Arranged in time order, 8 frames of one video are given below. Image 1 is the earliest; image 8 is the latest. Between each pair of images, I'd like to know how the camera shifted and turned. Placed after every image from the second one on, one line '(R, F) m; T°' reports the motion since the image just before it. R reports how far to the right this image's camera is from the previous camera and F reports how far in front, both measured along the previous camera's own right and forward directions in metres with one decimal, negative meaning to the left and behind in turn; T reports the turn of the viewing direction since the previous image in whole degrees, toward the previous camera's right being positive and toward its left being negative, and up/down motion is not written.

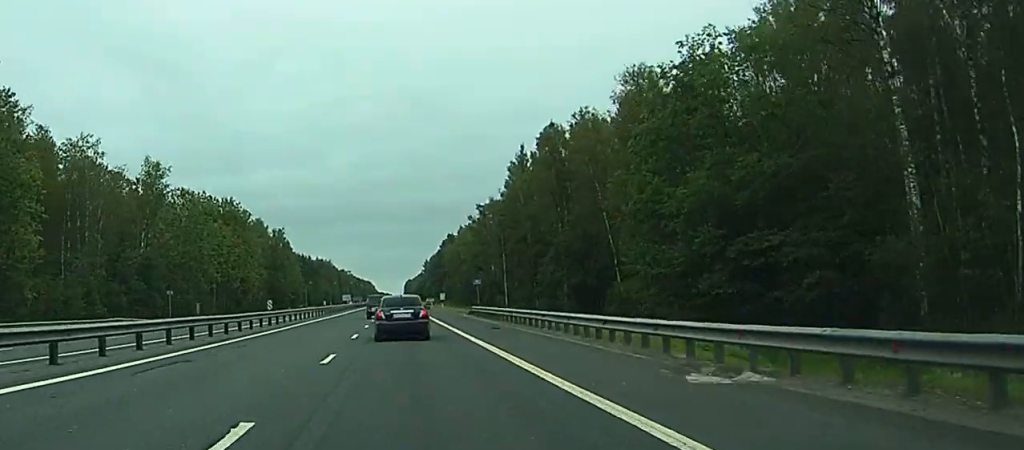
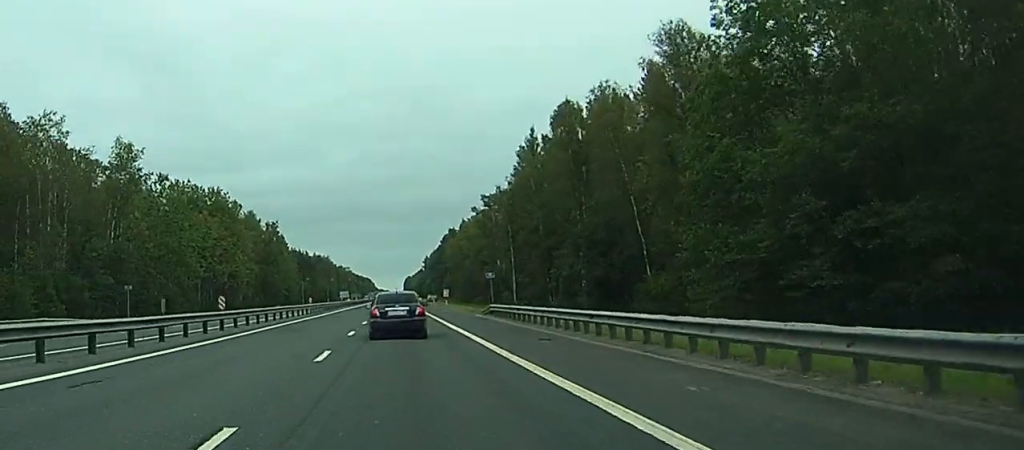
(0.0, +12.3) m; 0°
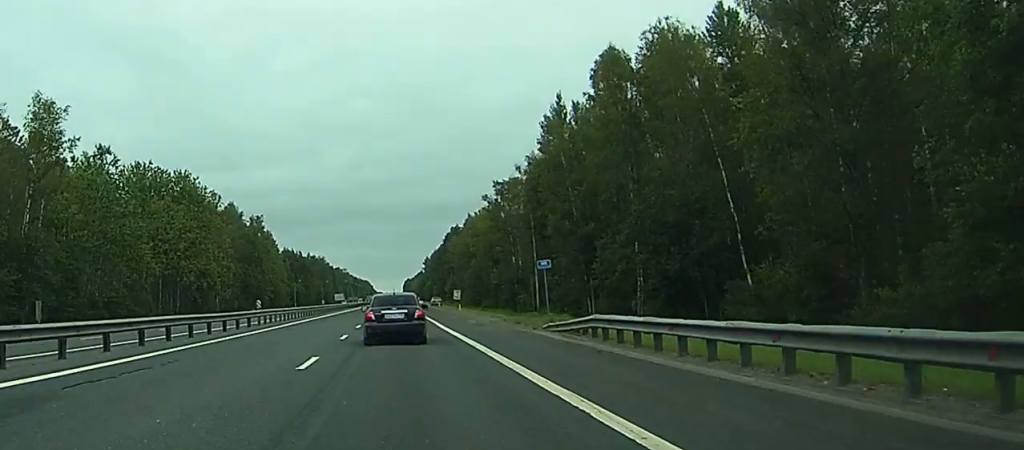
(0.0, +25.3) m; 0°
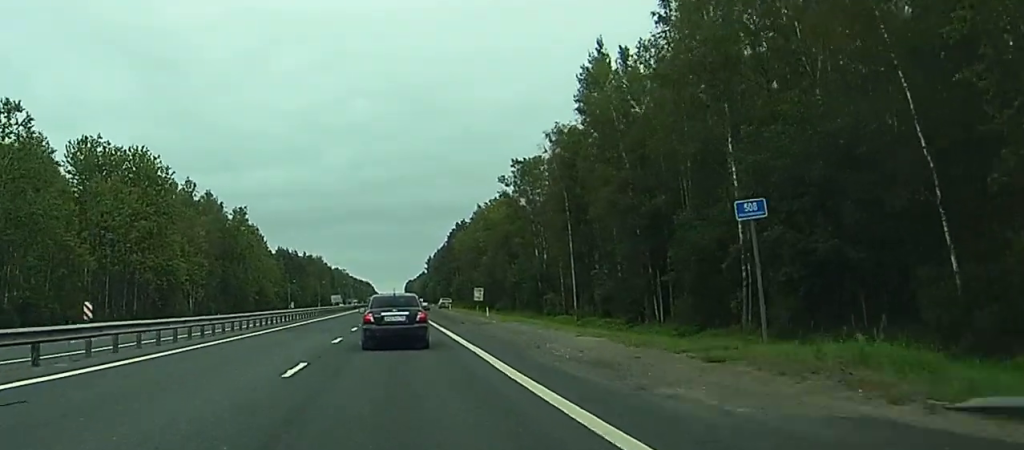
(-0.1, +24.9) m; 0°
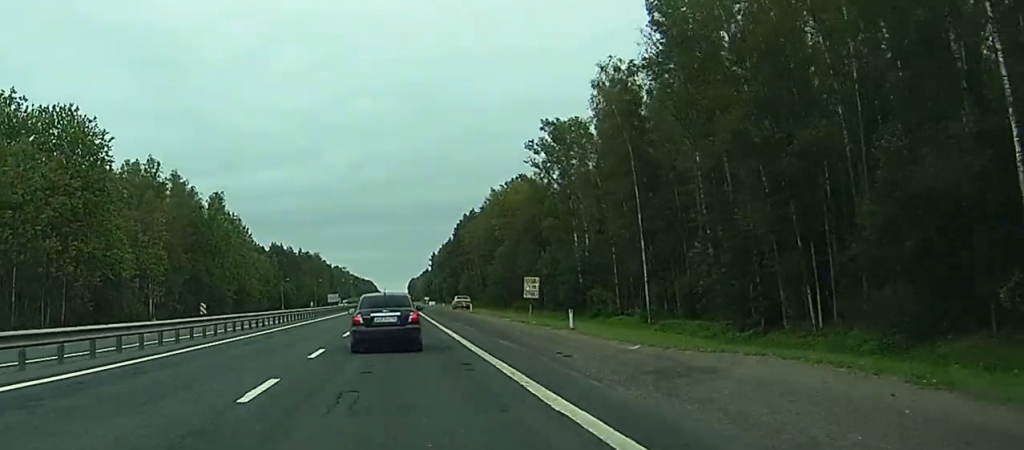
(0.0, +27.5) m; 0°
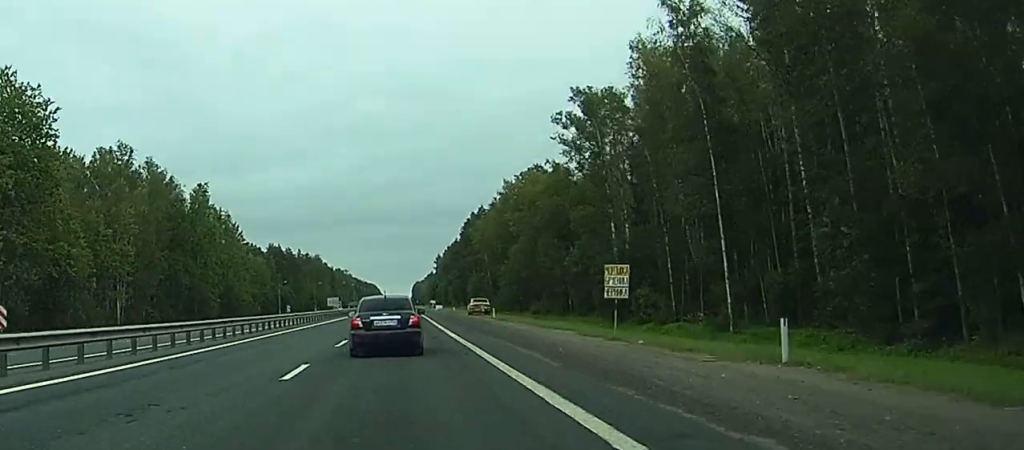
(0.0, +16.9) m; 0°
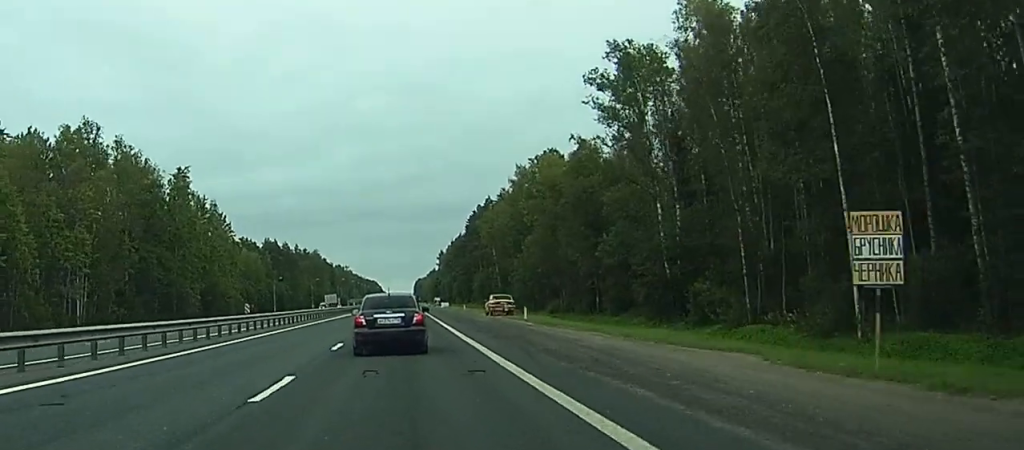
(0.0, +15.3) m; 0°
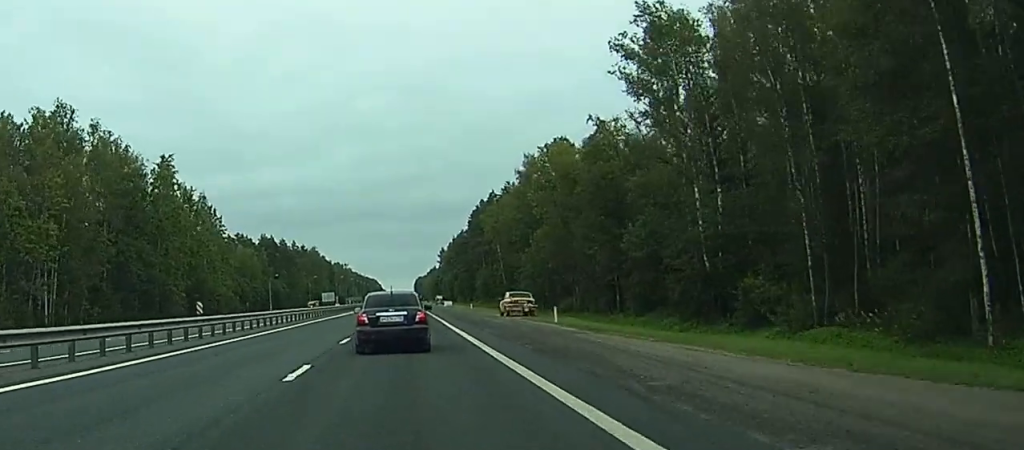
(0.0, +9.4) m; 0°
